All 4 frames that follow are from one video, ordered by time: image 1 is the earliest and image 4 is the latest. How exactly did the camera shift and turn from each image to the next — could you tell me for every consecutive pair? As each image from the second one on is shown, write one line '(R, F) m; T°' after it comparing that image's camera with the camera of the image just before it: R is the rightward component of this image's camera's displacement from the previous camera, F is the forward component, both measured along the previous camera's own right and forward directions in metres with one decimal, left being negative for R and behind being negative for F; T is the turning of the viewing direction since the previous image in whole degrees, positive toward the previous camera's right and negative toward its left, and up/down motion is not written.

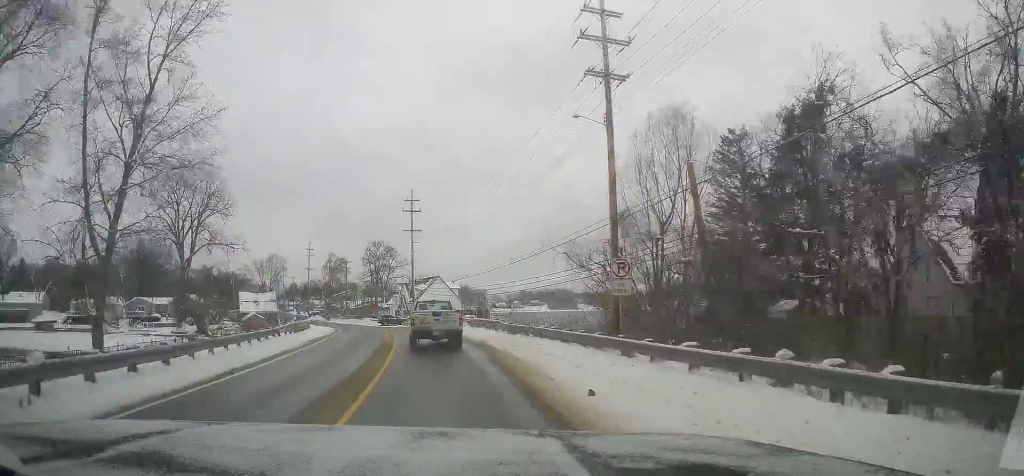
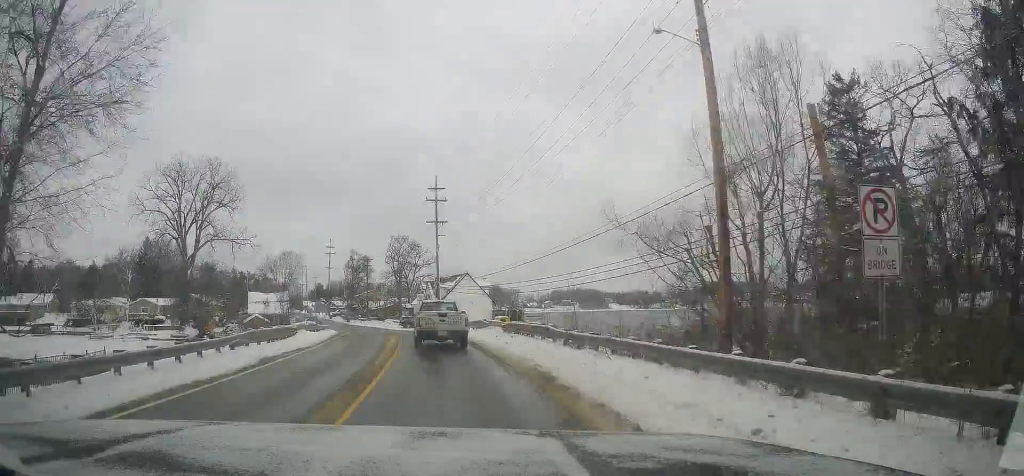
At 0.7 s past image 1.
(-0.7, +10.3) m; -4°
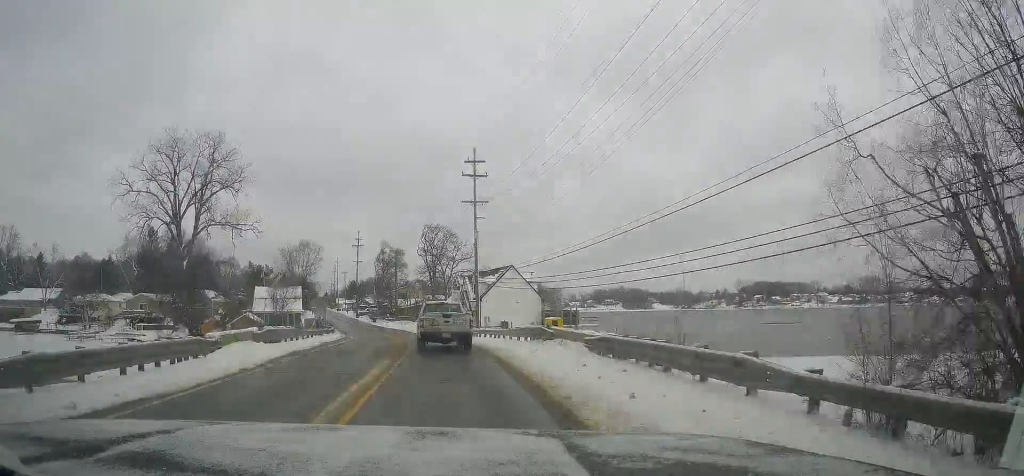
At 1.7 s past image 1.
(+0.2, +15.0) m; -2°
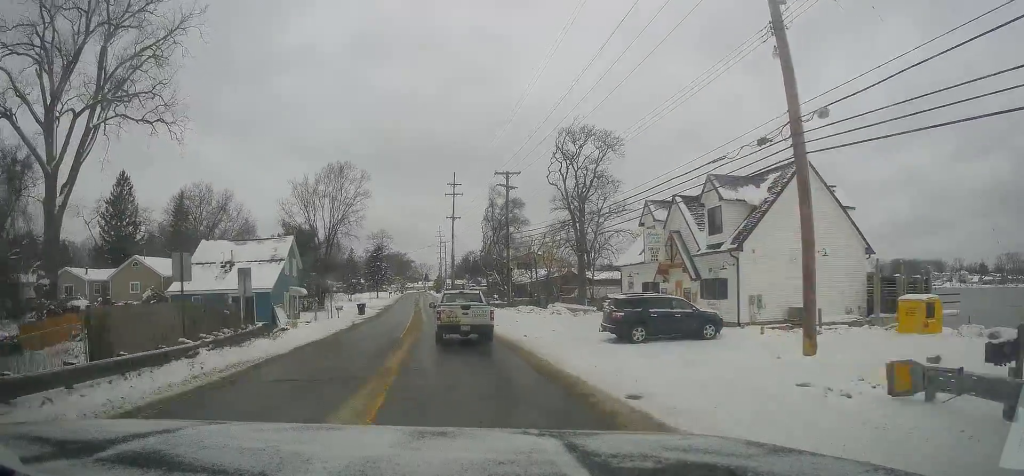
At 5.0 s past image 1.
(-7.0, +49.9) m; -14°
